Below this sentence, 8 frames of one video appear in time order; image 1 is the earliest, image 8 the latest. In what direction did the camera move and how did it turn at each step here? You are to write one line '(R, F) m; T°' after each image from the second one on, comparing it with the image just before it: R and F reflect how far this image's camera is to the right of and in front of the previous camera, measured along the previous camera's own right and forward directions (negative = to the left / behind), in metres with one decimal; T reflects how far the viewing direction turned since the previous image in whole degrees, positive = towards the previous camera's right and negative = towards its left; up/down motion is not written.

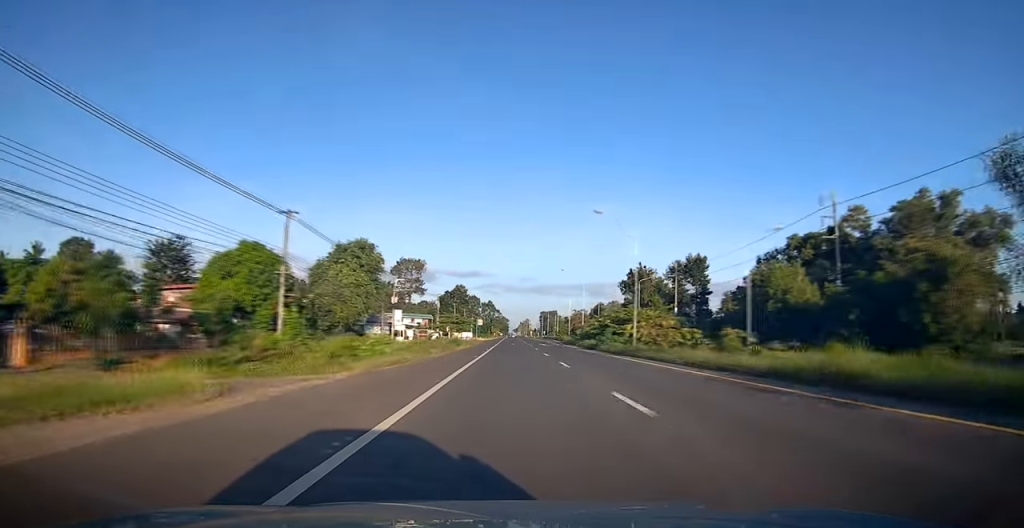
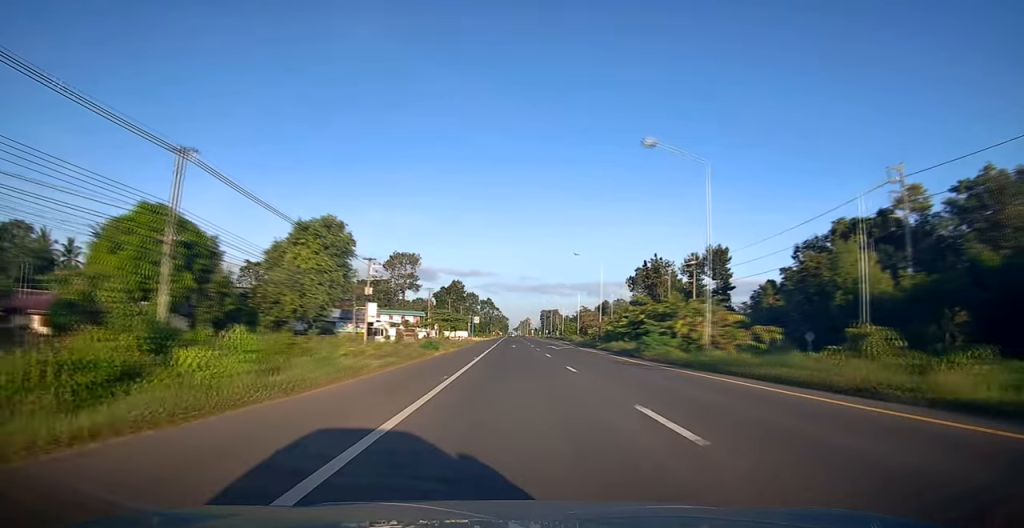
(+0.3, +13.9) m; 0°
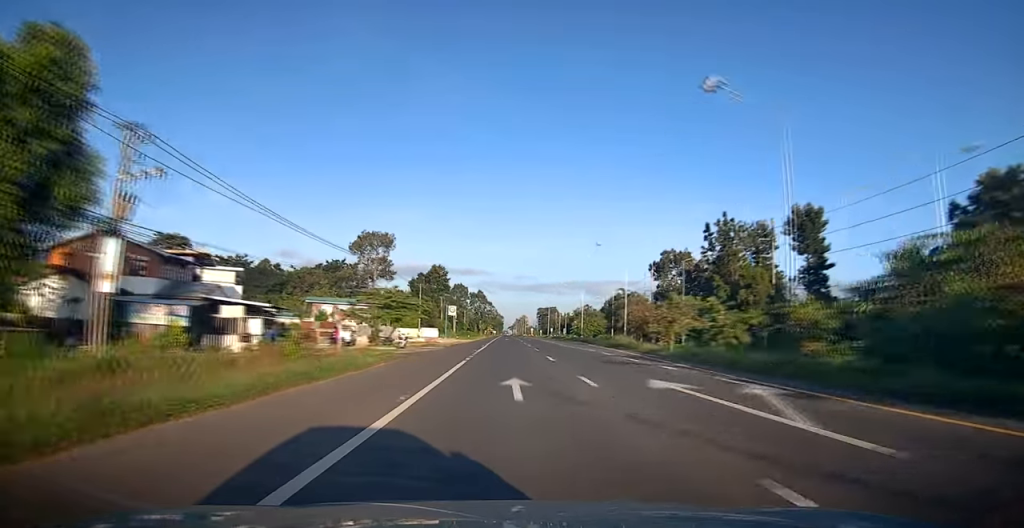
(+0.2, +40.7) m; +1°
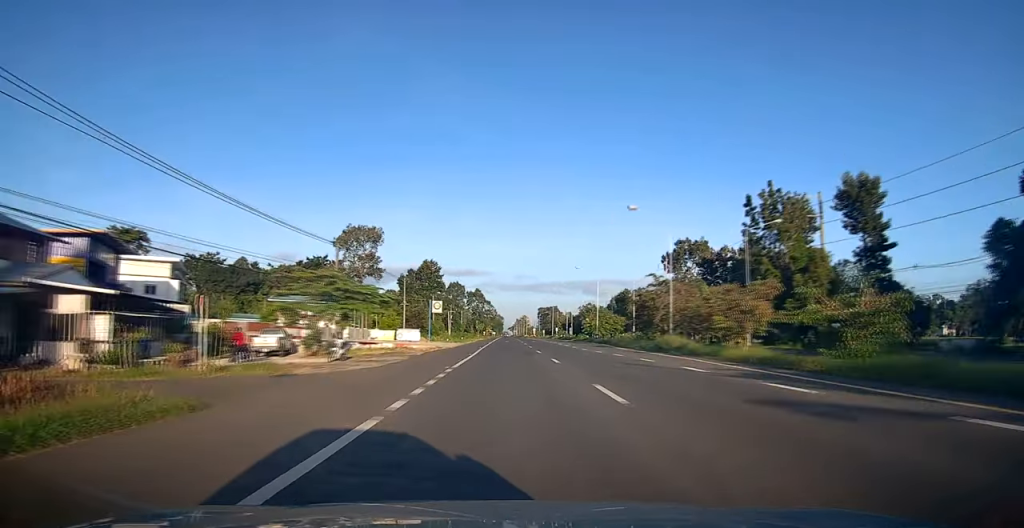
(-0.1, +15.1) m; -1°
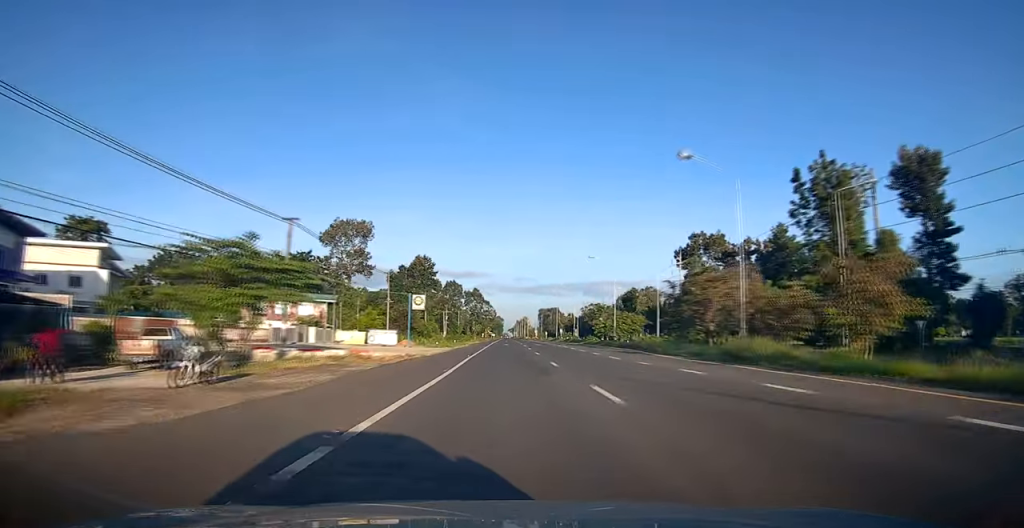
(-0.1, +12.0) m; 0°
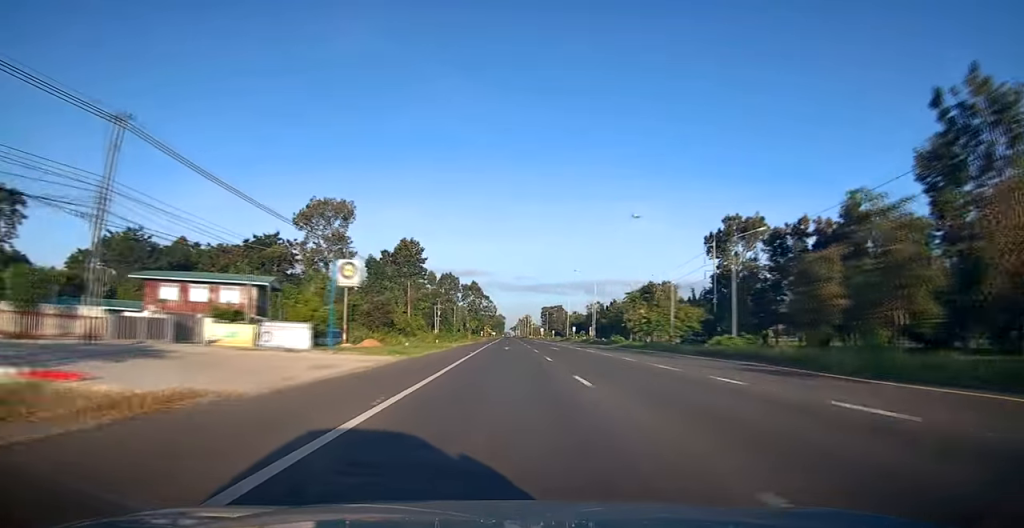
(-0.1, +20.9) m; 0°
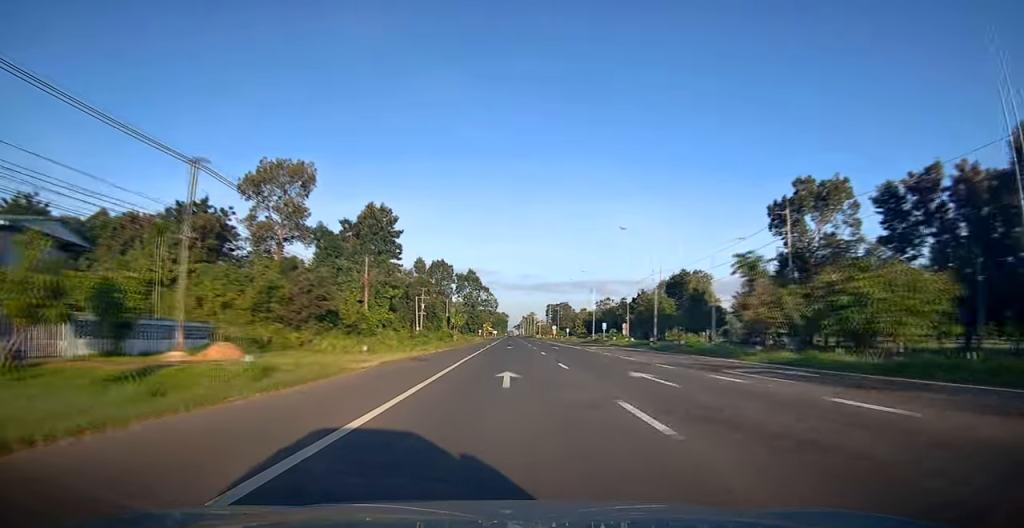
(+0.7, +29.7) m; +1°
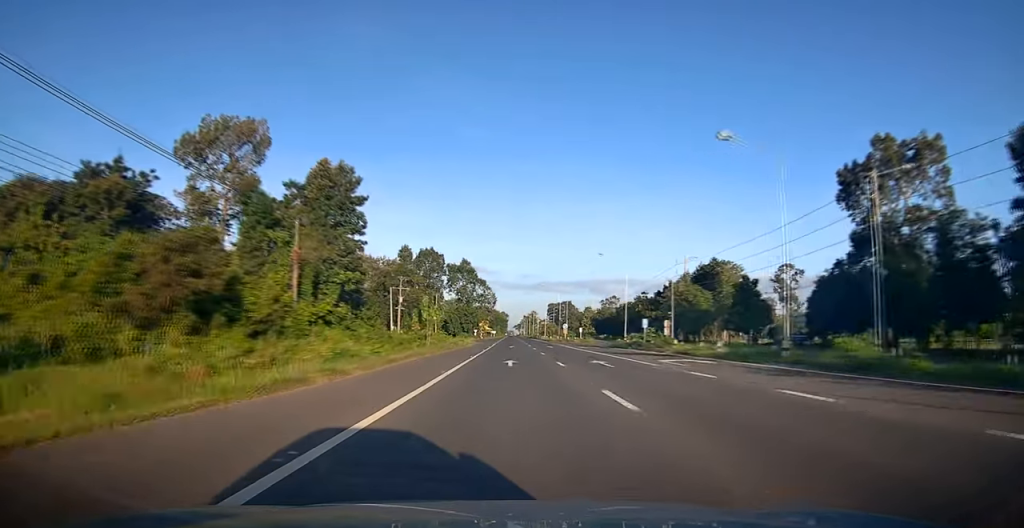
(-0.3, +21.7) m; -1°
